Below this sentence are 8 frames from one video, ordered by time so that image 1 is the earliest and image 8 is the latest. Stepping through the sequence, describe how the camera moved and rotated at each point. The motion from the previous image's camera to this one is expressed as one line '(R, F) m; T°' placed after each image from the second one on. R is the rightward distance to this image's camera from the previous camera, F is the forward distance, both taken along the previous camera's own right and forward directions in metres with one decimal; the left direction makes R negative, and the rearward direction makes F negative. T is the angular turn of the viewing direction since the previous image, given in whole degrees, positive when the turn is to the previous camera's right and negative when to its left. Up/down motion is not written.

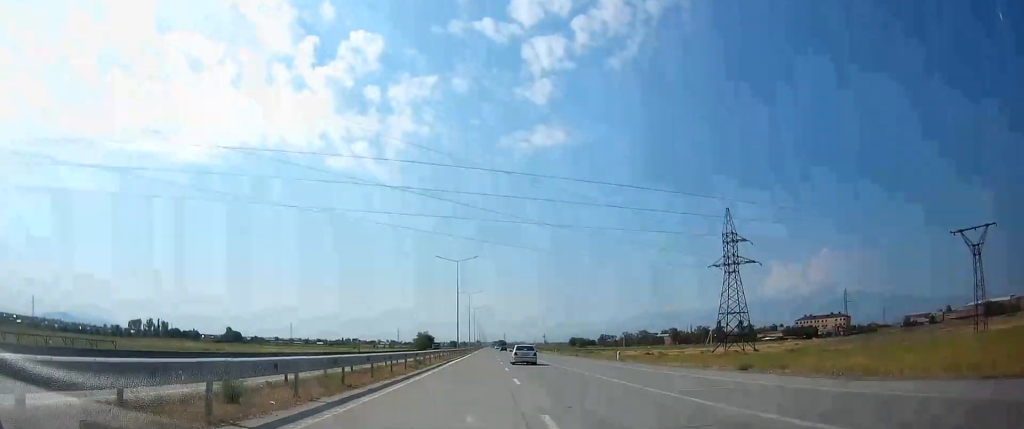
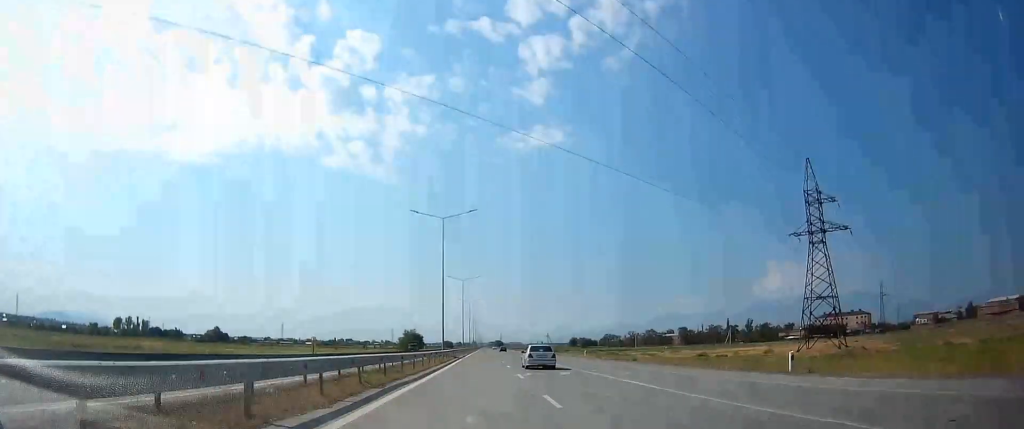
(+0.2, +31.5) m; +1°
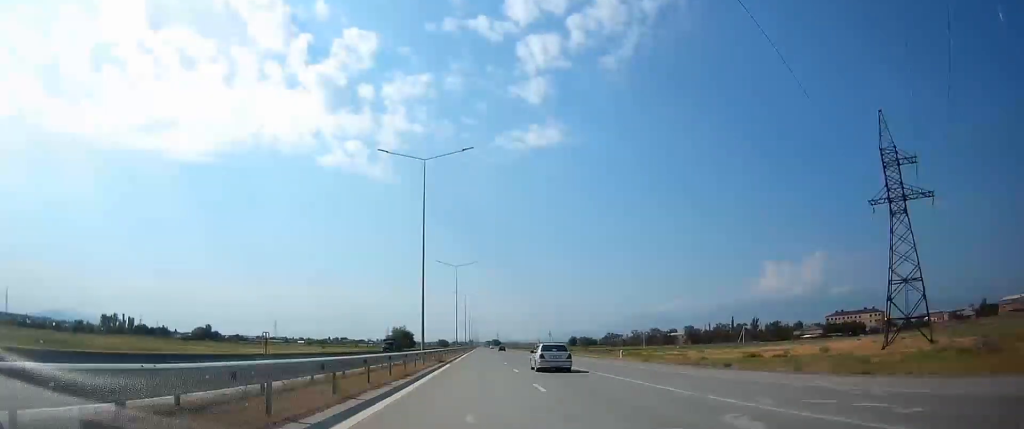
(+0.2, +19.5) m; 0°
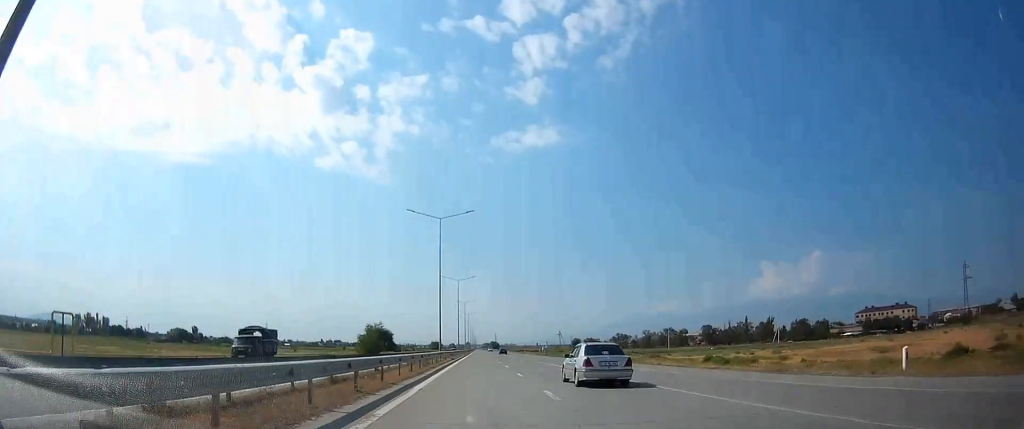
(-0.3, +38.0) m; 0°
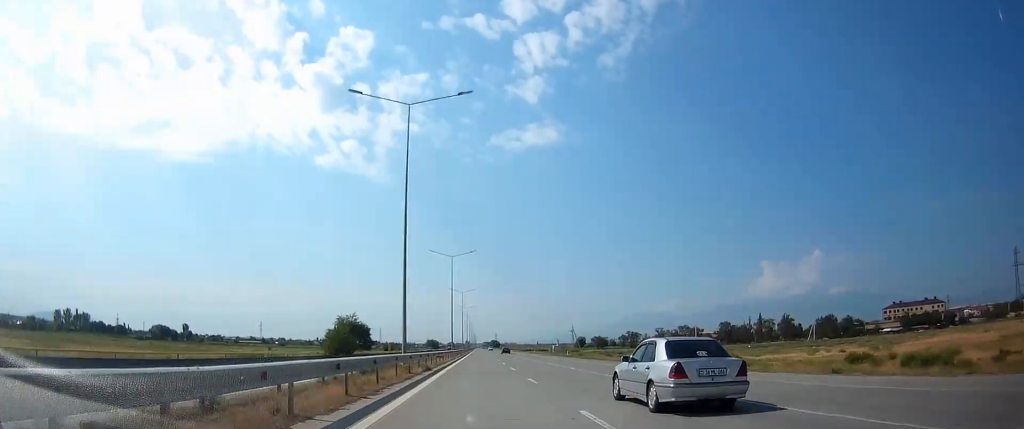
(+0.3, +29.3) m; +1°
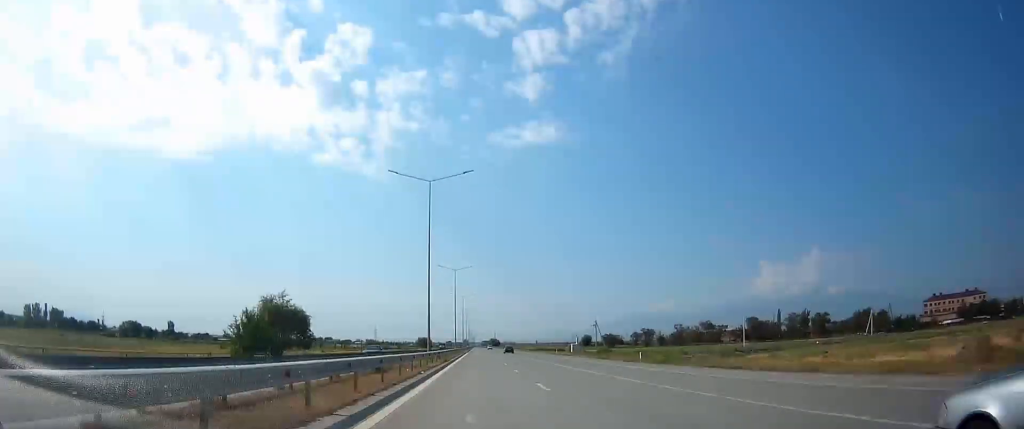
(+0.2, +39.0) m; +1°
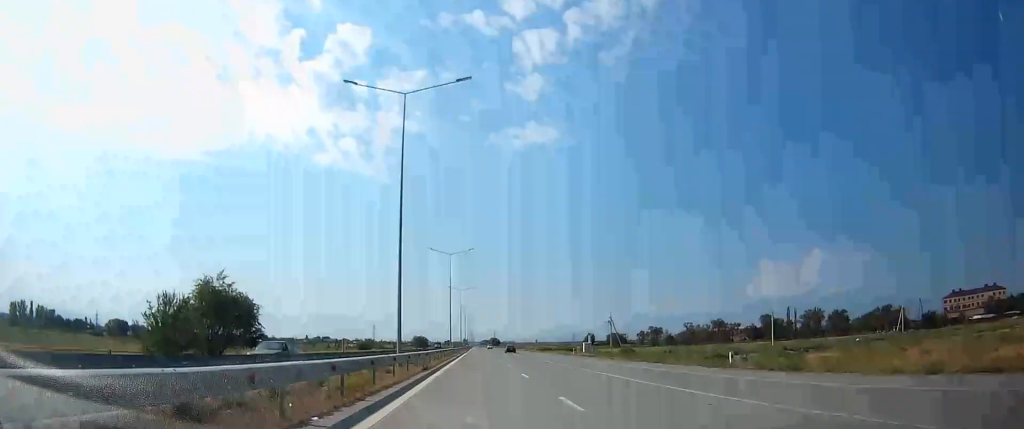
(+0.3, +17.4) m; 0°
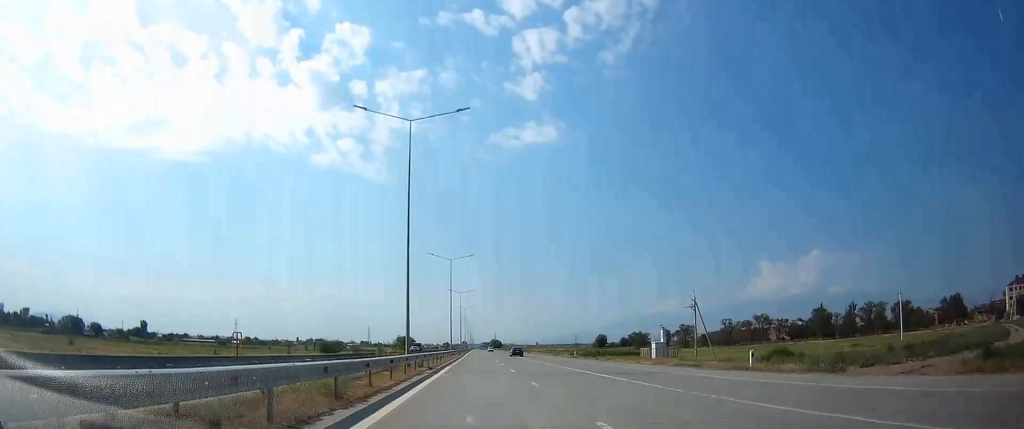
(-0.9, +52.1) m; -1°
